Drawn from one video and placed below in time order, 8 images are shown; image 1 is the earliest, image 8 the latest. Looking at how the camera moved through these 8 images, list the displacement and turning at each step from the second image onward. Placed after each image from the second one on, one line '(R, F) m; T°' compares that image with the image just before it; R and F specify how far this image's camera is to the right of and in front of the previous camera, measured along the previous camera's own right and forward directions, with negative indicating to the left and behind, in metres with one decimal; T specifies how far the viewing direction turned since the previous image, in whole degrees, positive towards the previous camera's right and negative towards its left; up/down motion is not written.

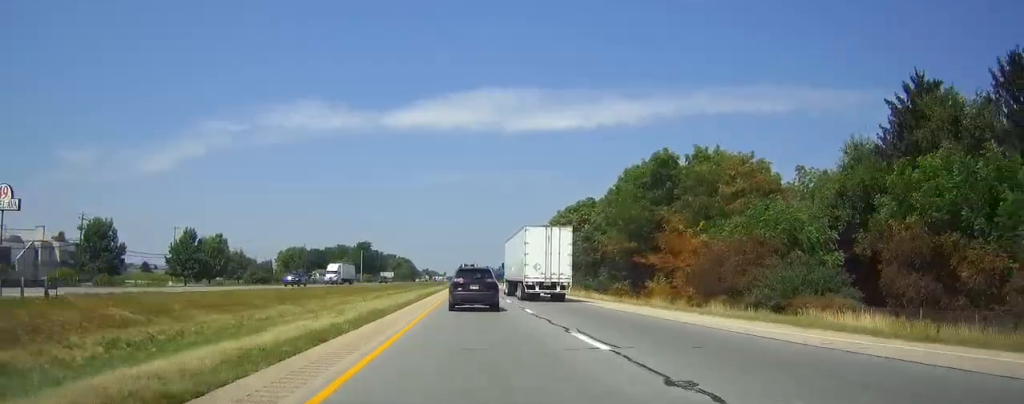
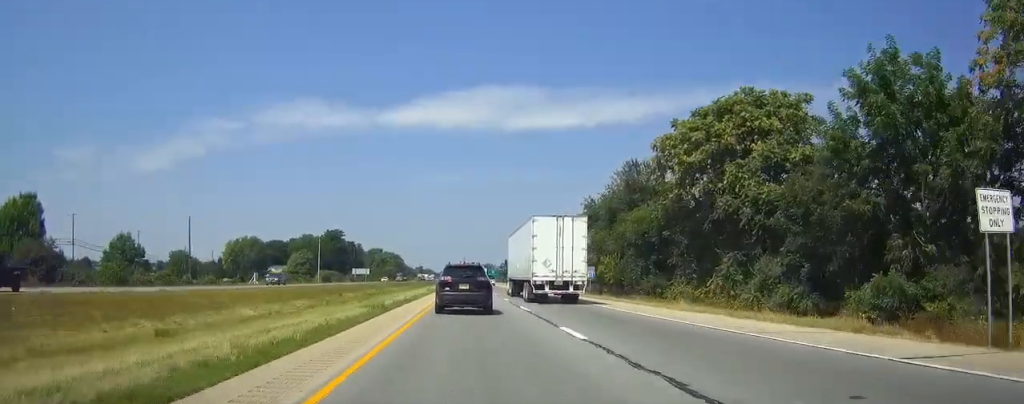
(-0.3, +72.1) m; 0°
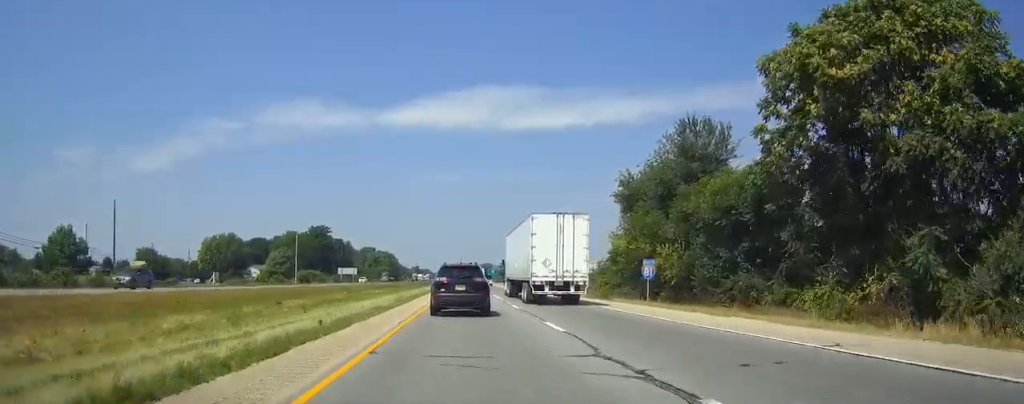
(0.0, +22.9) m; 0°
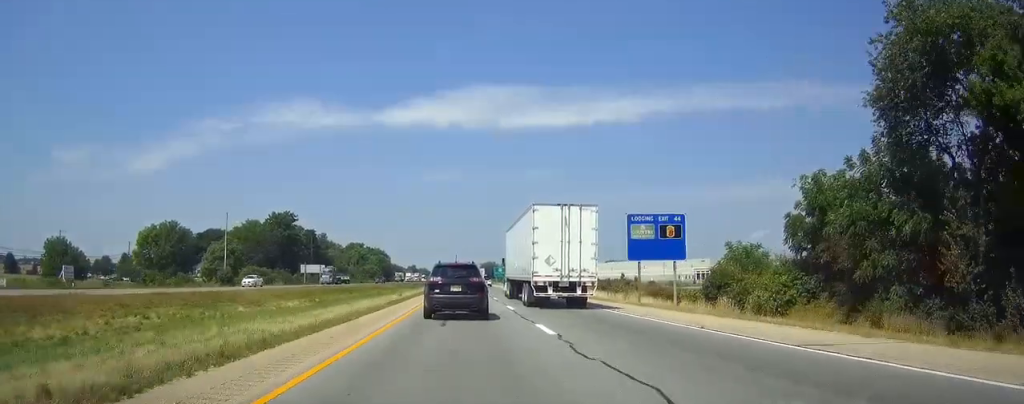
(0.0, +49.7) m; 0°
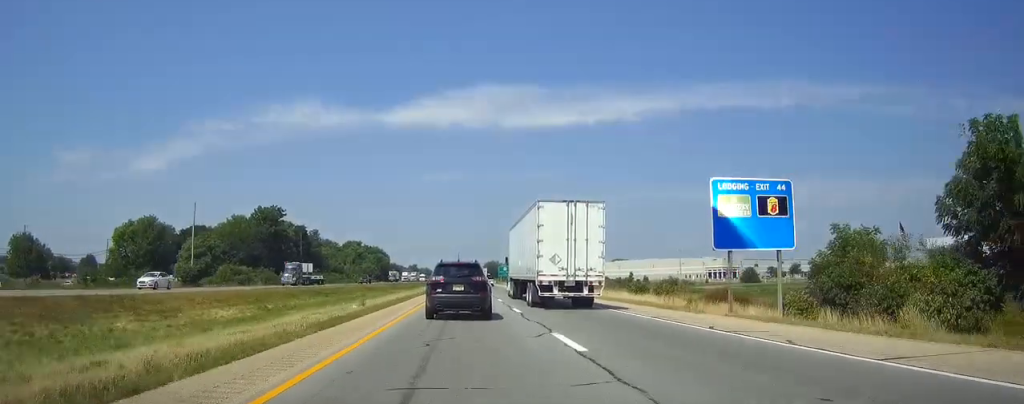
(+0.1, +15.4) m; 0°
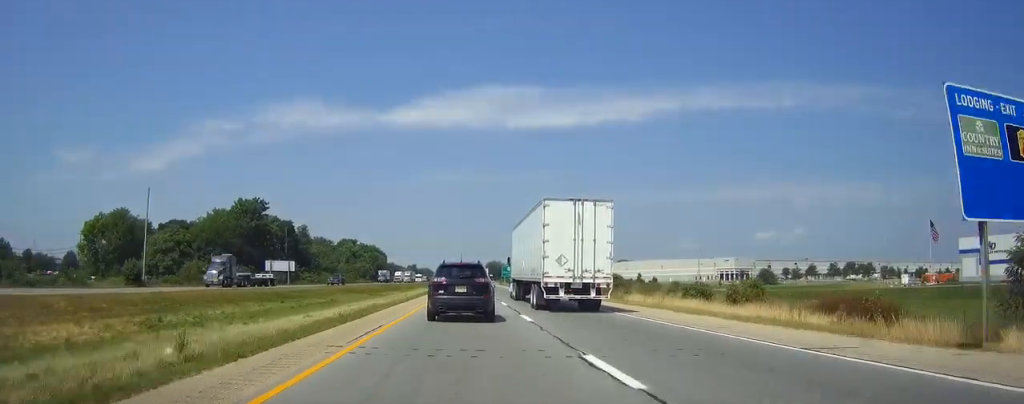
(0.0, +16.4) m; 0°
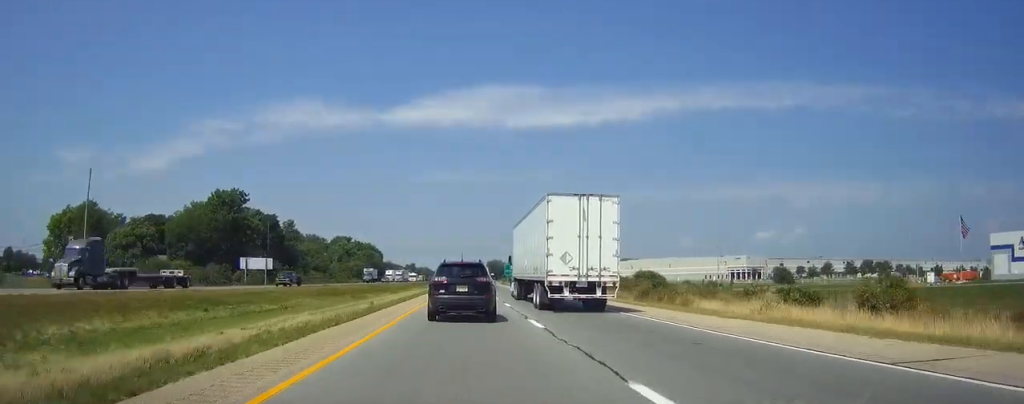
(-0.1, +15.3) m; 0°
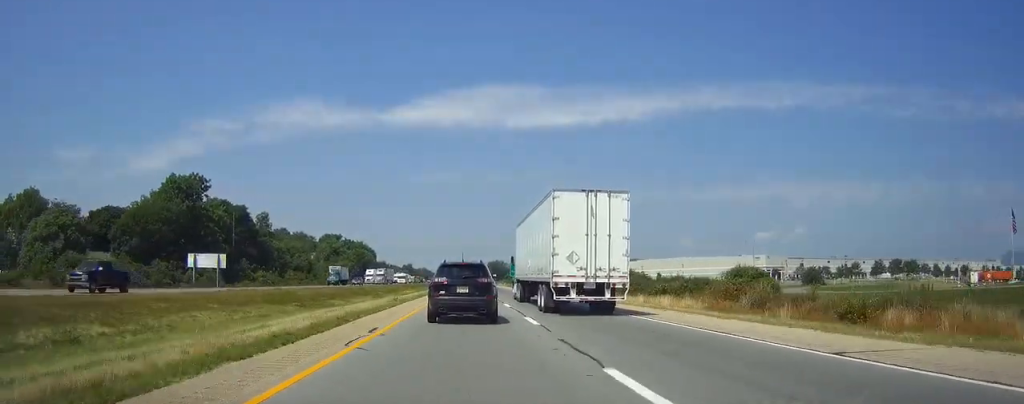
(-0.1, +23.3) m; 0°
